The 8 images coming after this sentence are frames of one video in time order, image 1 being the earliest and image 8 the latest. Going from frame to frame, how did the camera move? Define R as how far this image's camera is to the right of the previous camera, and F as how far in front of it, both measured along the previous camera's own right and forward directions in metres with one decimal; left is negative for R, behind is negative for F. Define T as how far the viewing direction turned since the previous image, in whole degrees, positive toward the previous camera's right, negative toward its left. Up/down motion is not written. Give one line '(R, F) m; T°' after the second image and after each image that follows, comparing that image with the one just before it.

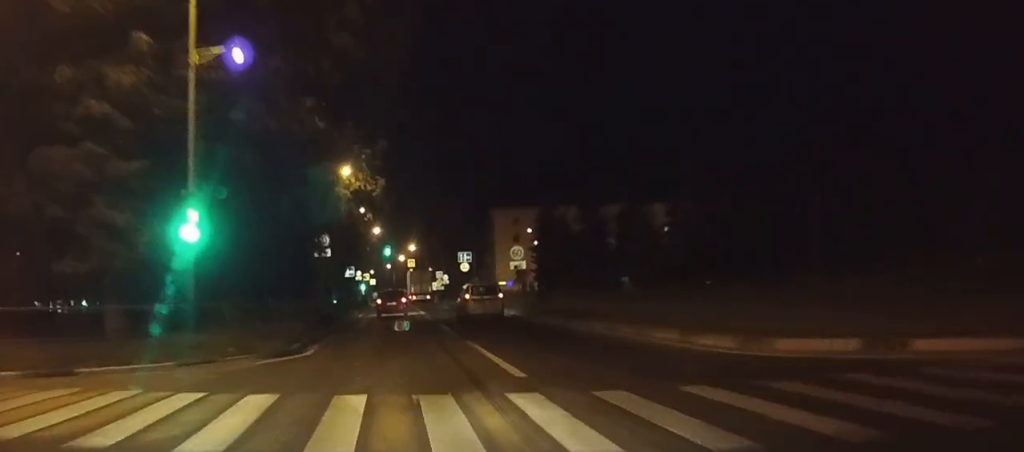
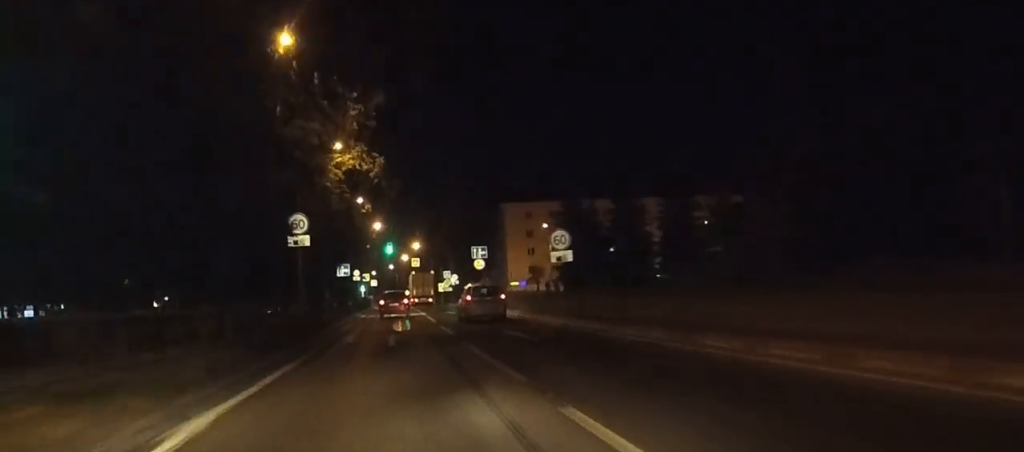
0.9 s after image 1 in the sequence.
(+0.3, +13.2) m; +1°
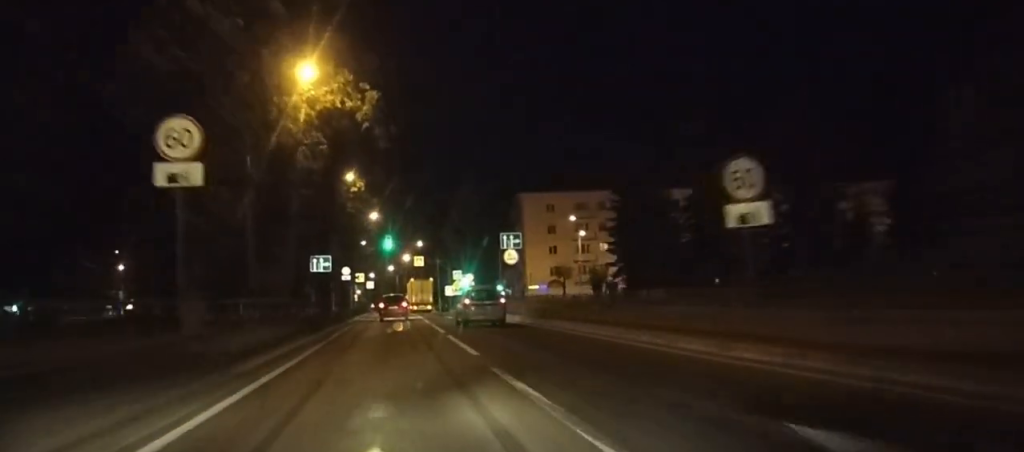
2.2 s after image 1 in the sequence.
(-0.1, +20.2) m; -1°
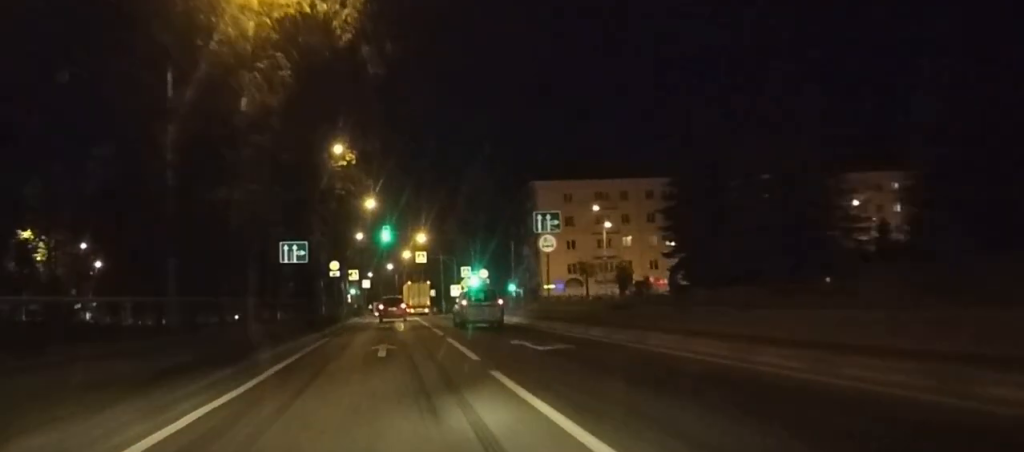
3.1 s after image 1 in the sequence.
(-0.1, +13.1) m; -1°
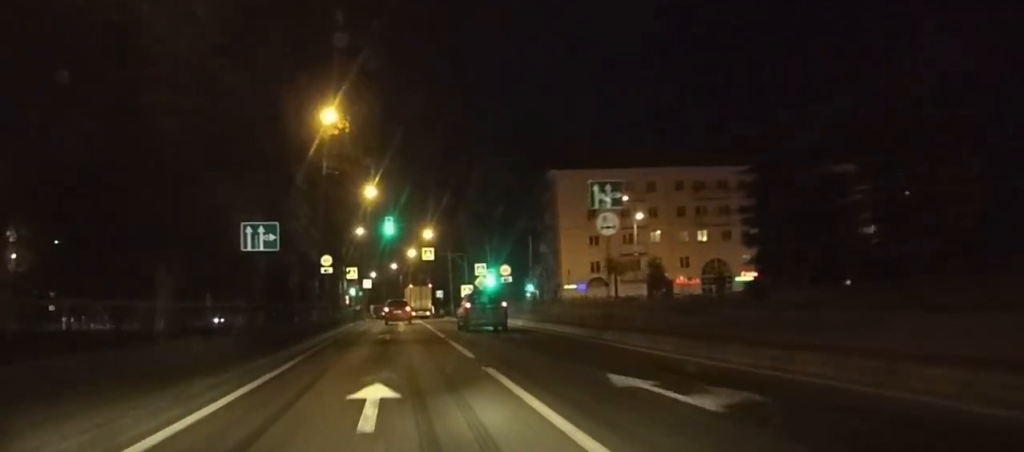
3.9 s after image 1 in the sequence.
(-0.1, +10.5) m; -1°
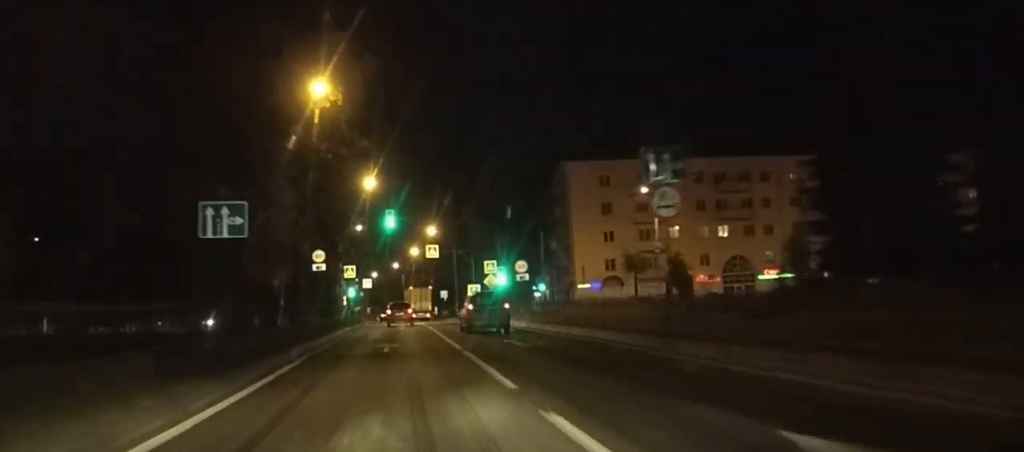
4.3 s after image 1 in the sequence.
(-0.1, +6.2) m; 0°
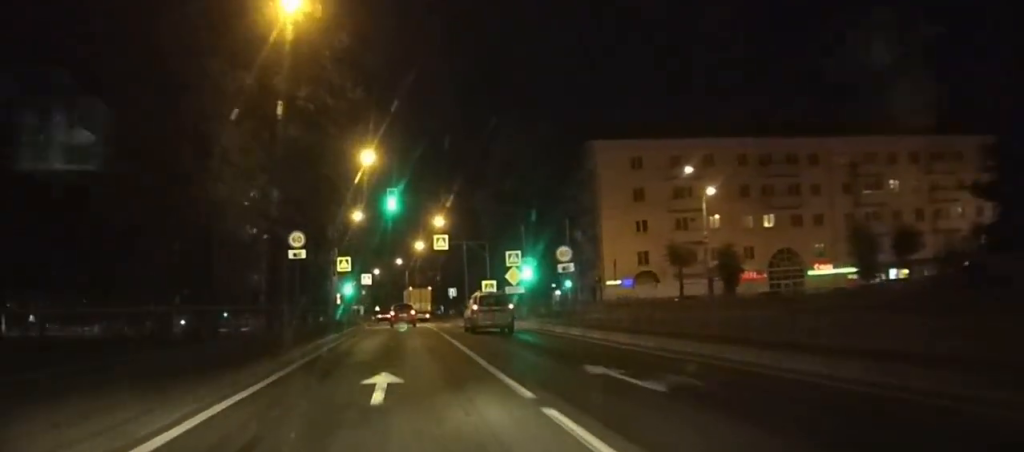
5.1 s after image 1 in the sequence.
(0.0, +11.5) m; 0°
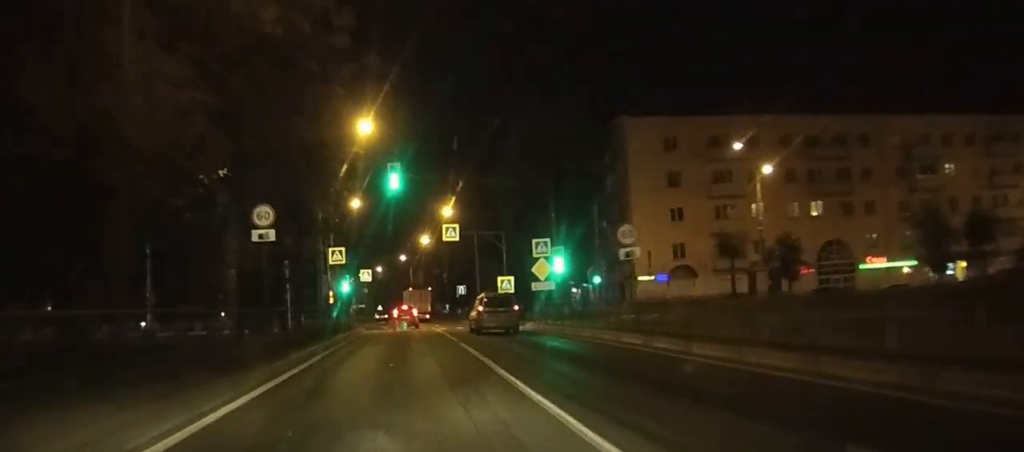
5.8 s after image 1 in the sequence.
(0.0, +9.6) m; +1°
